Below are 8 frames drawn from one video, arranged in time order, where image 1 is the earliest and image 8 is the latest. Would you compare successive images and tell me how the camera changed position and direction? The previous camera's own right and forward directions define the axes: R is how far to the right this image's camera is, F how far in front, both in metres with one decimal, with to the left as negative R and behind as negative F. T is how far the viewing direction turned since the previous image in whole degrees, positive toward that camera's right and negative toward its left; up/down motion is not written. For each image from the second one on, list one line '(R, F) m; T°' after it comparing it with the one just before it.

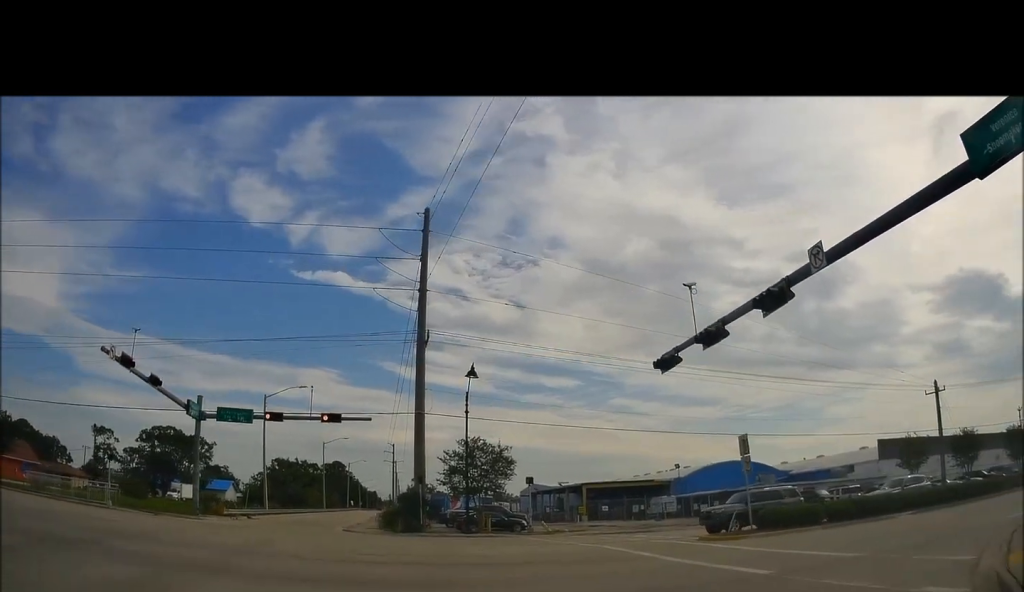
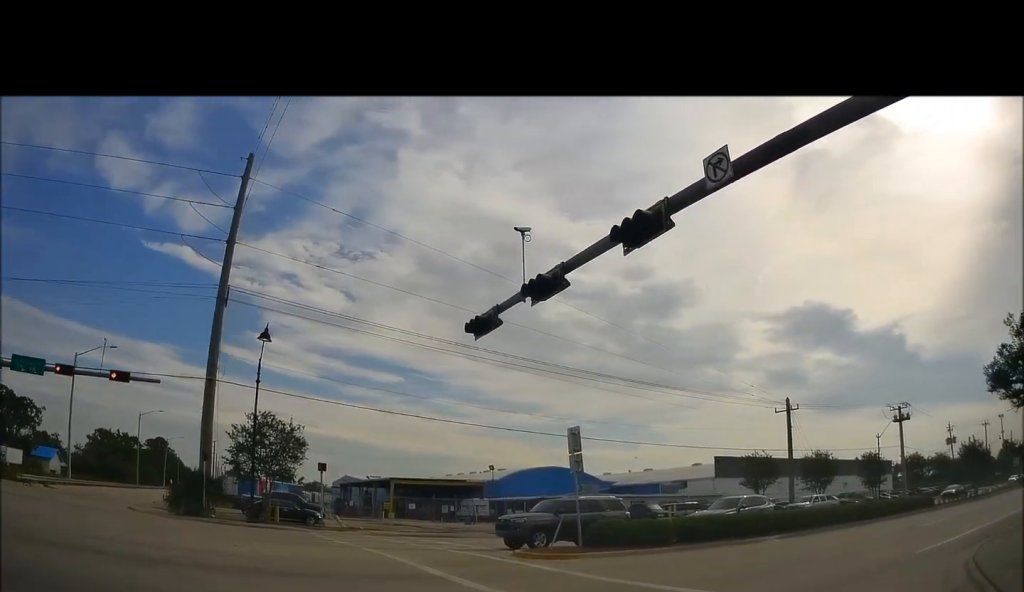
(+0.3, +5.4) m; +14°
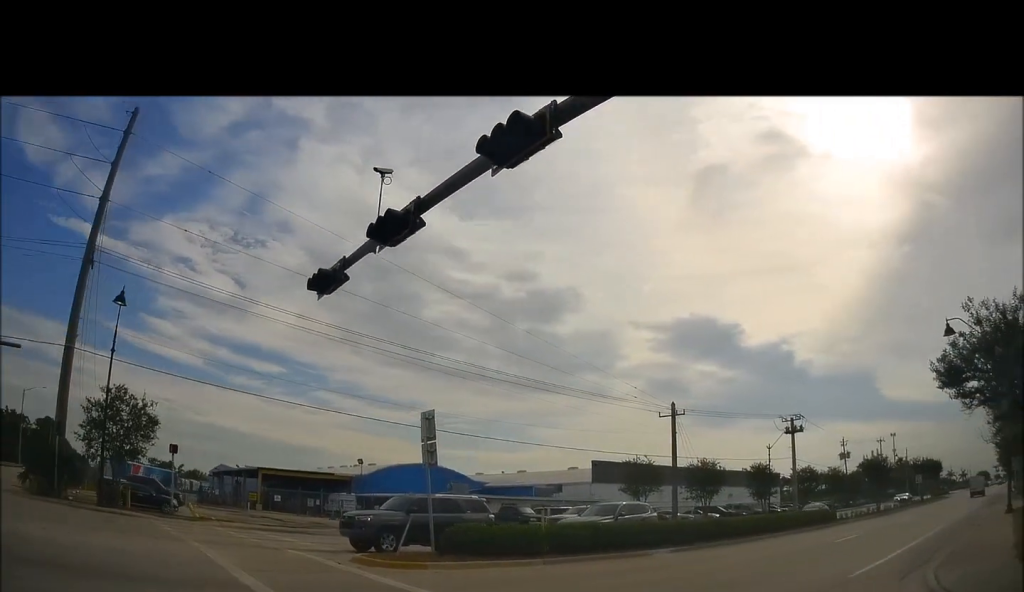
(0.0, +2.1) m; +12°
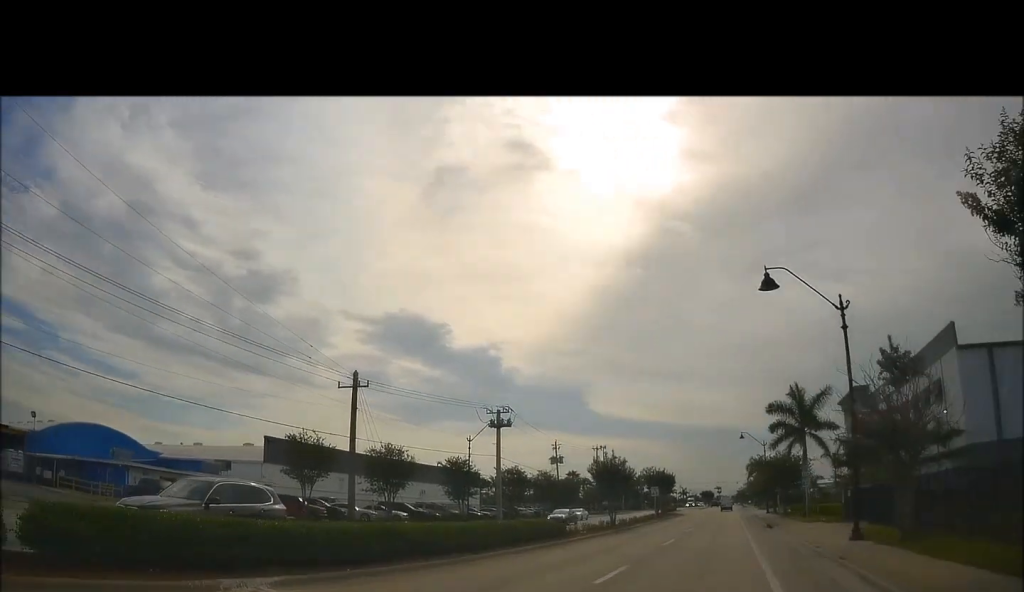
(+1.8, +5.8) m; +26°
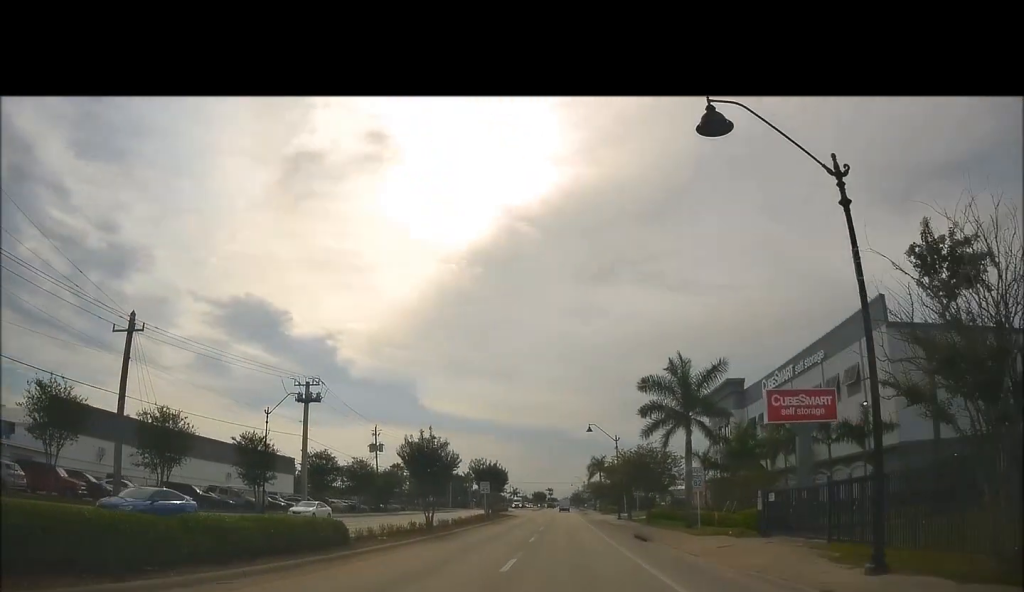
(+0.9, +6.2) m; +18°
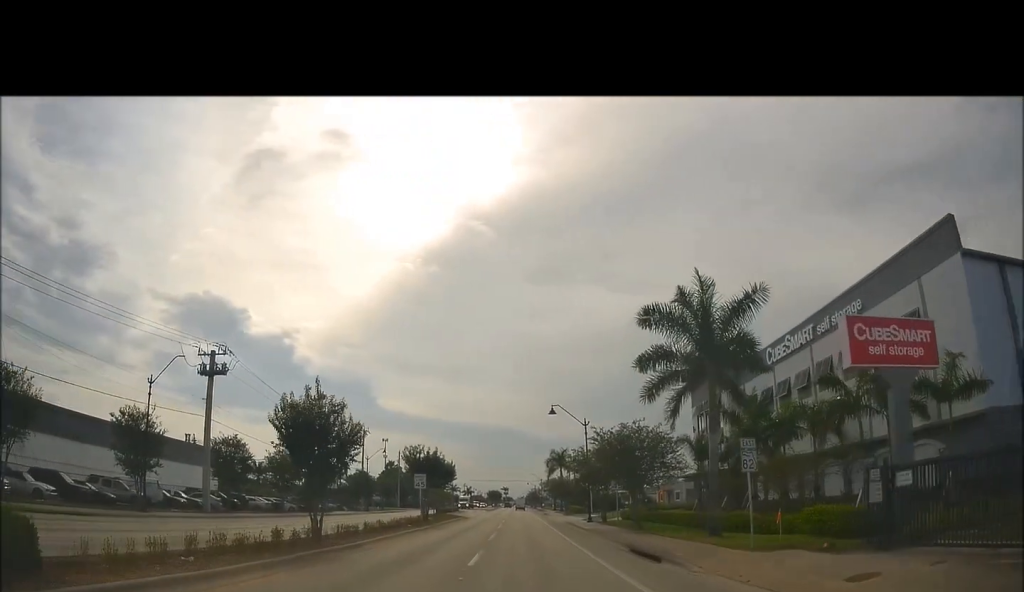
(+1.1, +7.7) m; +13°
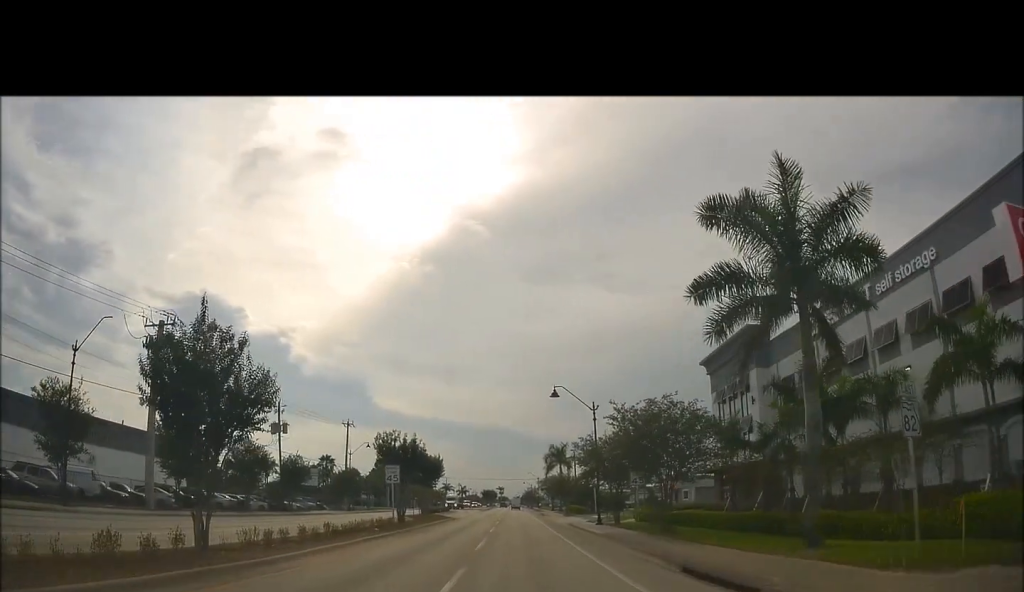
(+0.3, +5.7) m; +4°
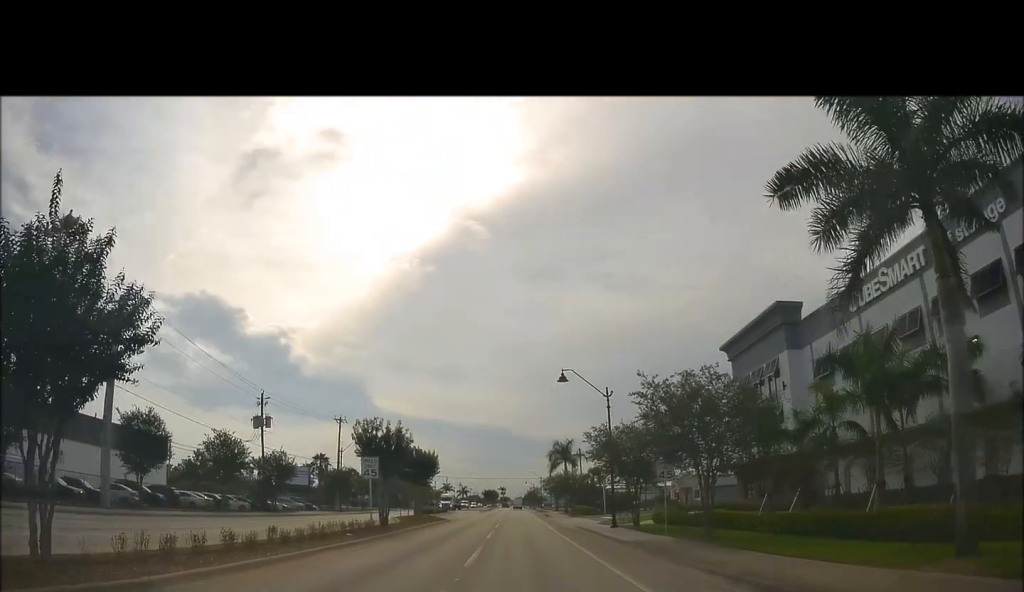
(+0.1, +4.1) m; +1°
